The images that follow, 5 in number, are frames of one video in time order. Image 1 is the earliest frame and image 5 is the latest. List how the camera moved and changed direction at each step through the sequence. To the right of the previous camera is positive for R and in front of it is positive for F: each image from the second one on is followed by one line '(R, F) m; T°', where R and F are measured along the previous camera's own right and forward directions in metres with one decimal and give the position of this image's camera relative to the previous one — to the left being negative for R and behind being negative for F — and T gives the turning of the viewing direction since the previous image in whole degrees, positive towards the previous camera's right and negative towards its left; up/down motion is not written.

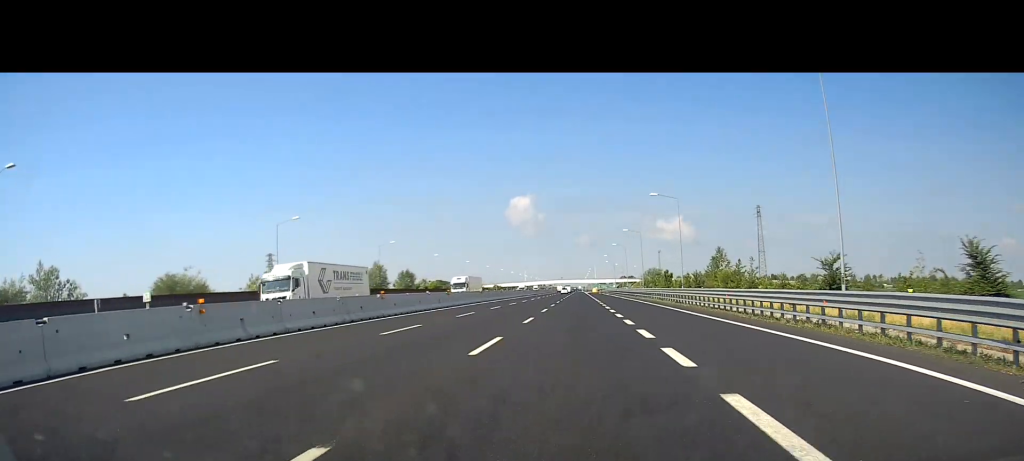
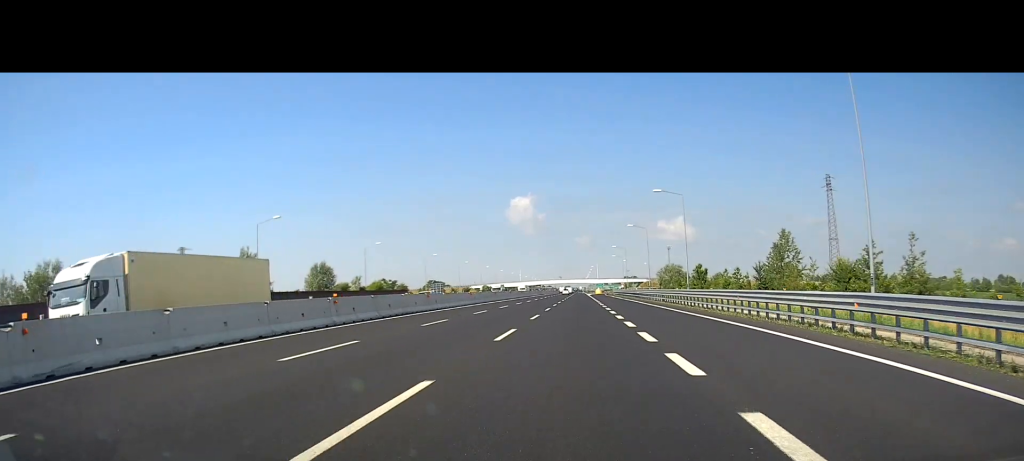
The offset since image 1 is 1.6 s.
(+0.1, +43.0) m; +1°
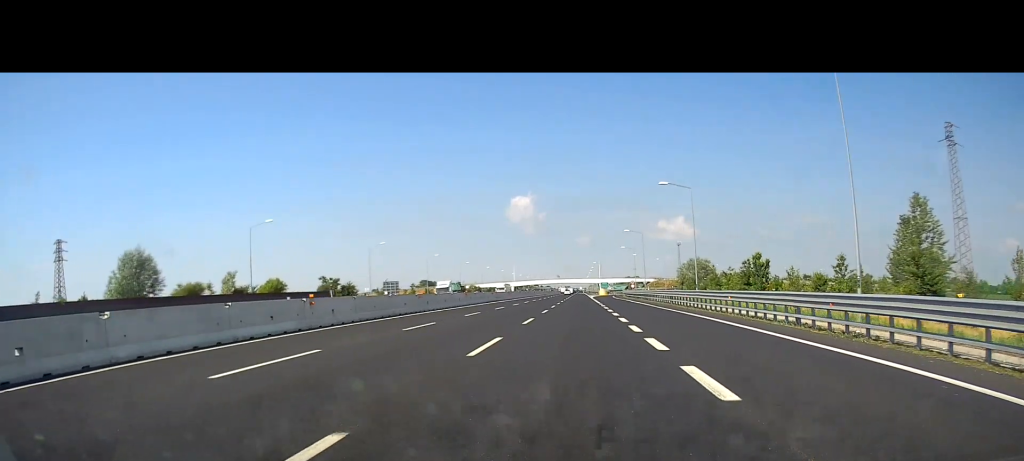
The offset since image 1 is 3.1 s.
(0.0, +38.3) m; 0°
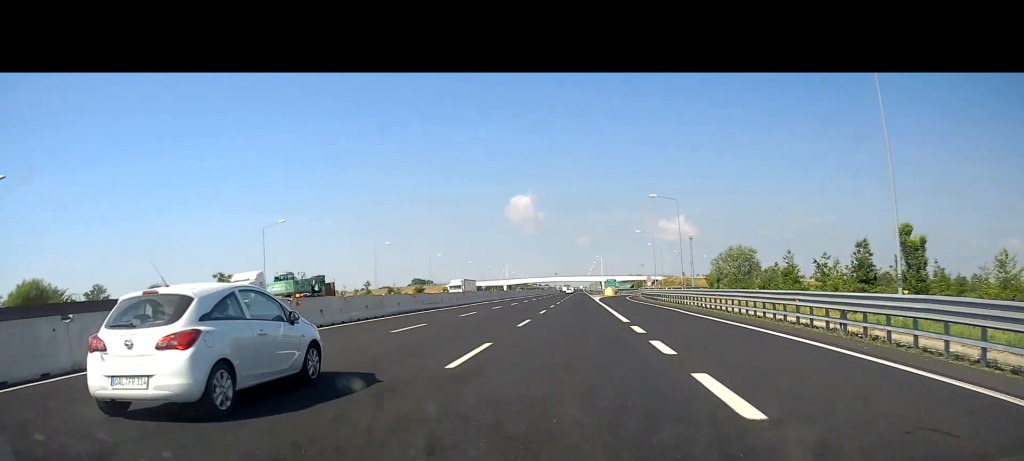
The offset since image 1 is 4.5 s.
(+0.2, +36.5) m; 0°
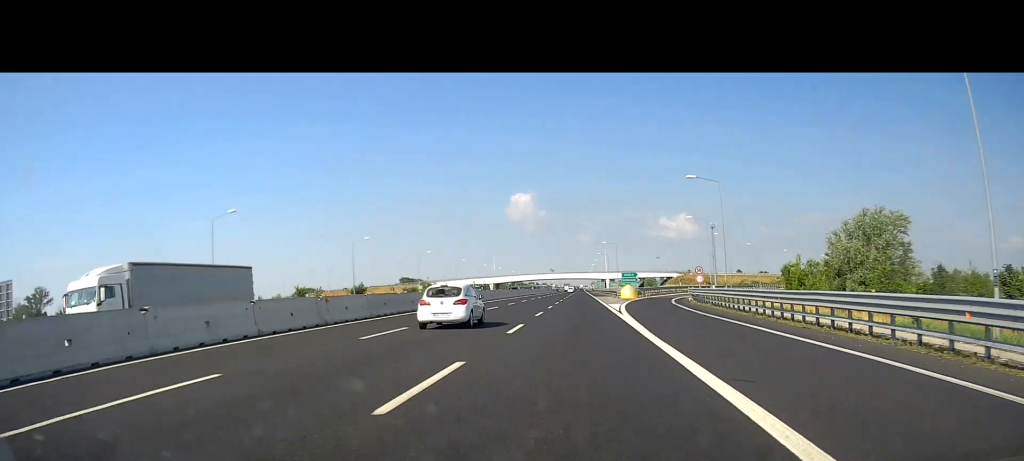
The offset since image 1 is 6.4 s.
(-0.7, +50.5) m; -1°
